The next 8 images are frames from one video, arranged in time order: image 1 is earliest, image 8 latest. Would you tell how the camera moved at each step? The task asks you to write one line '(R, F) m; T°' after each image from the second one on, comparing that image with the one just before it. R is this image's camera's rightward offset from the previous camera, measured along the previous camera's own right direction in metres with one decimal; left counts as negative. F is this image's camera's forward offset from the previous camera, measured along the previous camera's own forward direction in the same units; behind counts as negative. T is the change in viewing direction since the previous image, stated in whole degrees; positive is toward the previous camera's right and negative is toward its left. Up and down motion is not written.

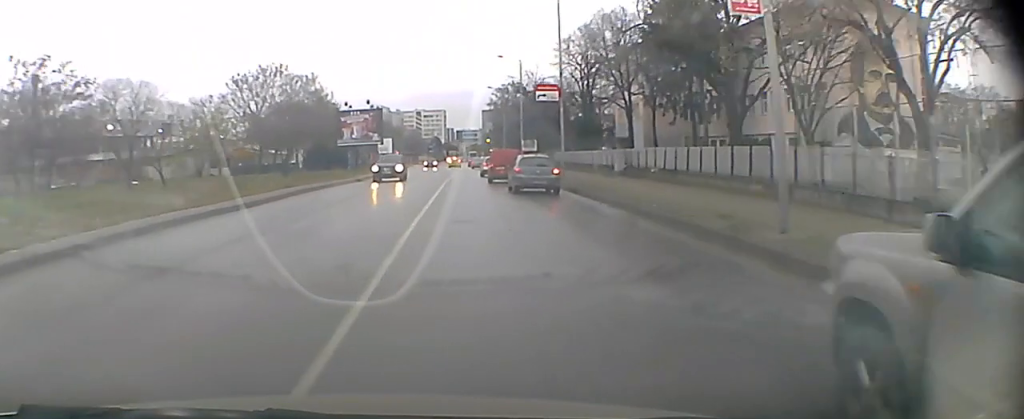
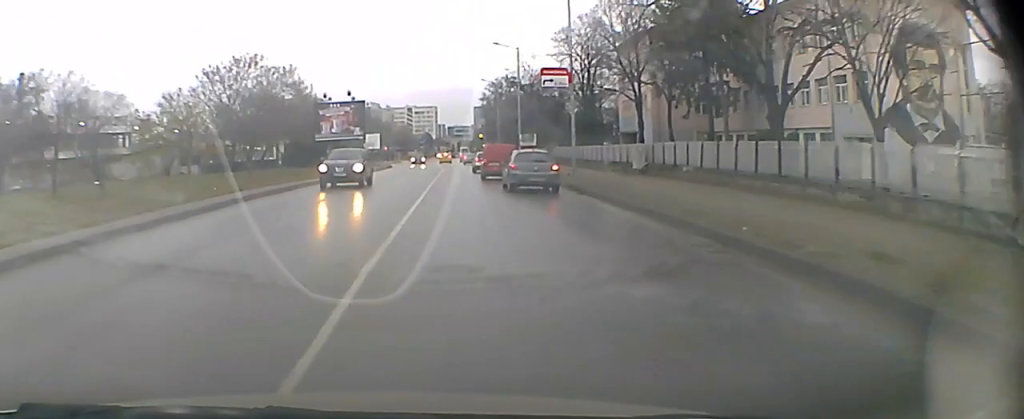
(0.0, +6.3) m; 0°
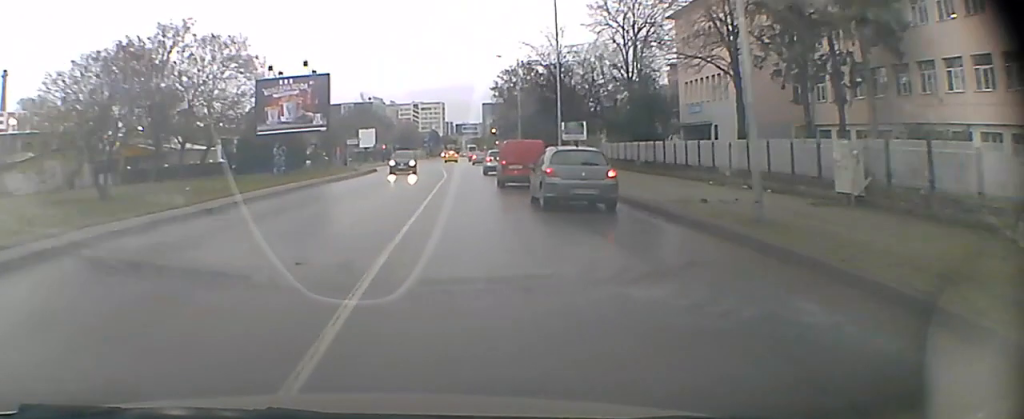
(+0.1, +19.0) m; 0°
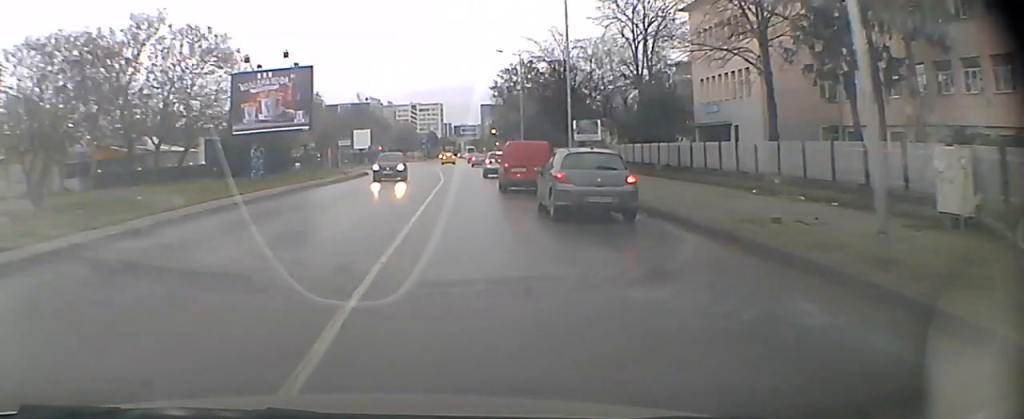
(0.0, +7.0) m; 0°
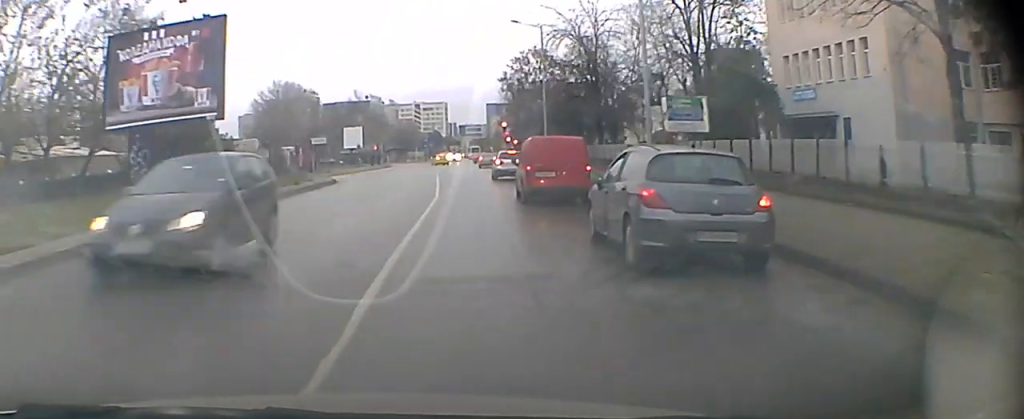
(0.0, +11.5) m; 0°
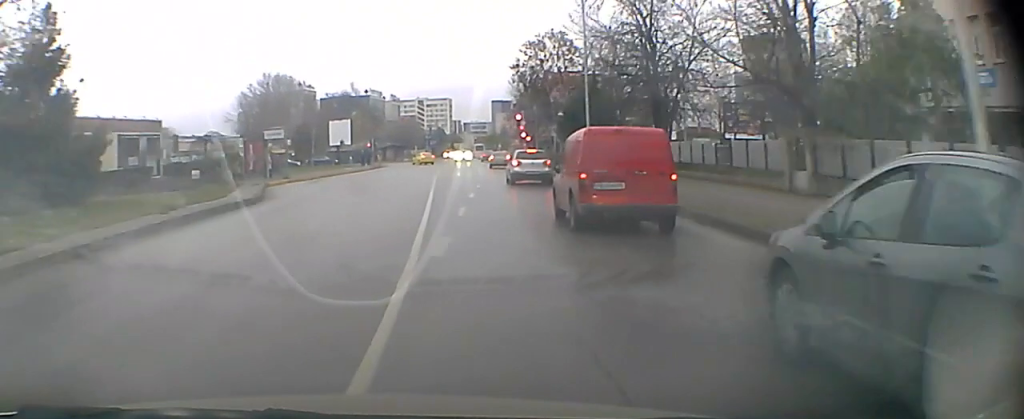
(-0.1, +14.4) m; 0°
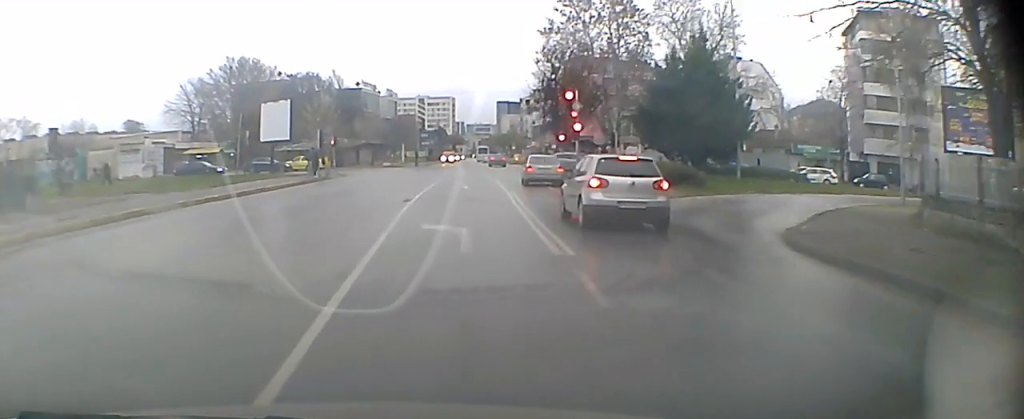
(-0.2, +33.7) m; -1°
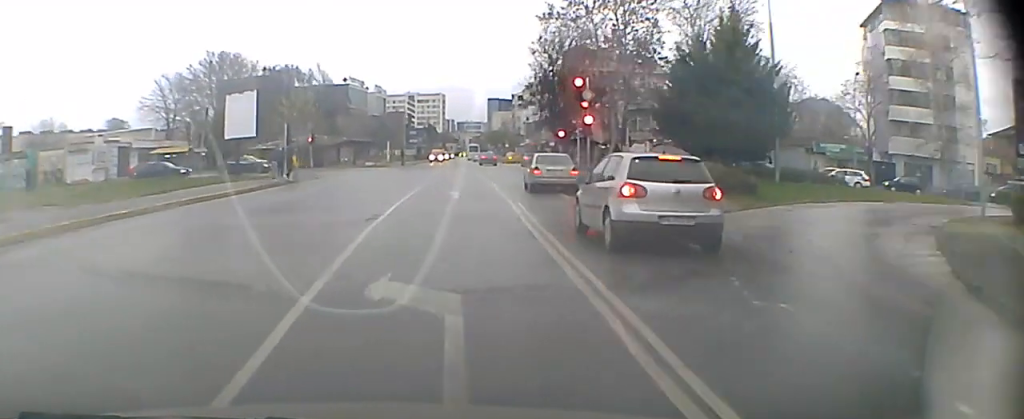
(0.0, +7.2) m; 0°
